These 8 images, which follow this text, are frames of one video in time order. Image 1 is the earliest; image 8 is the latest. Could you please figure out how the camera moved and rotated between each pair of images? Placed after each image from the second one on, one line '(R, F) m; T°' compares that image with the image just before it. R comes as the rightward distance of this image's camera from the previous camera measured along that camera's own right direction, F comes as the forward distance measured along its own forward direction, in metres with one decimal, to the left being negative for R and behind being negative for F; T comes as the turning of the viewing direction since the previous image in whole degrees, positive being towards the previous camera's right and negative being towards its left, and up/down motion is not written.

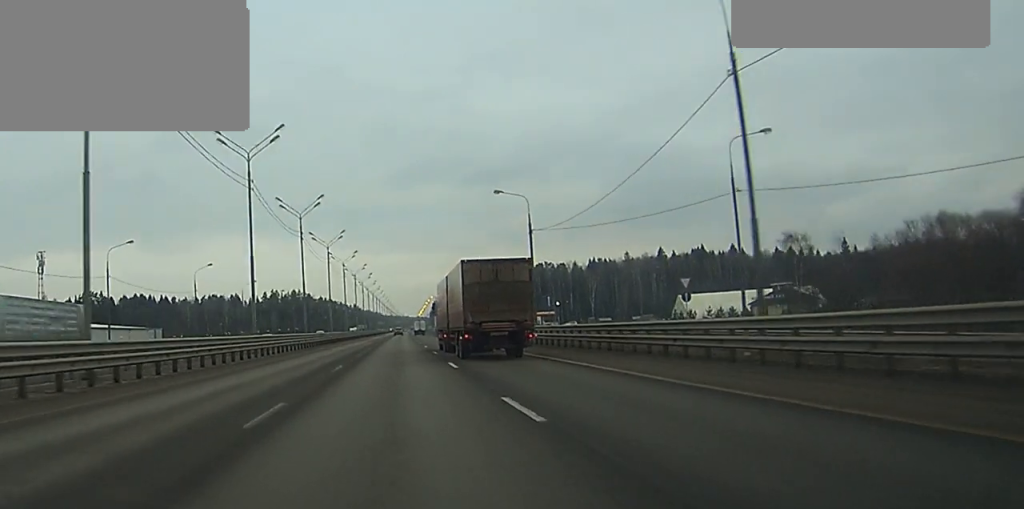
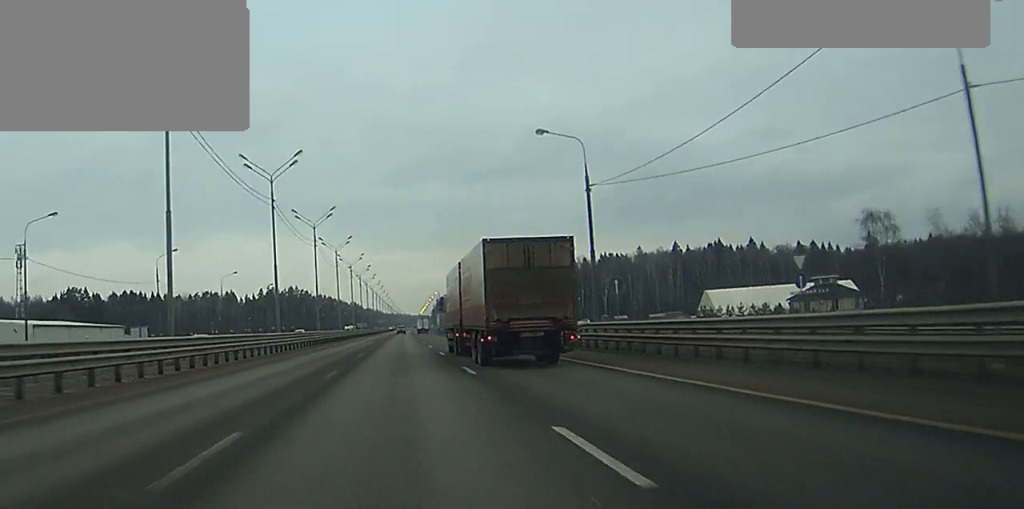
(0.0, +20.4) m; 0°
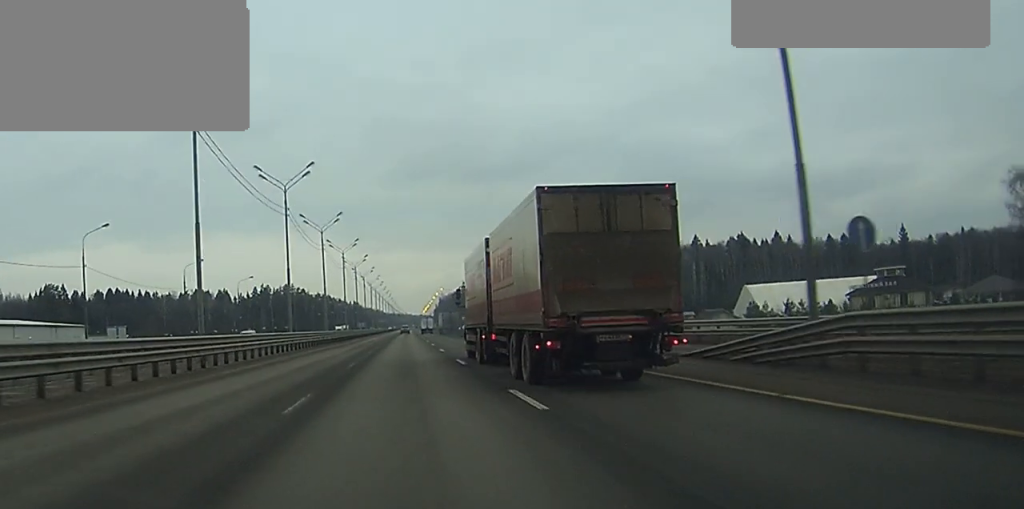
(0.0, +25.1) m; 0°
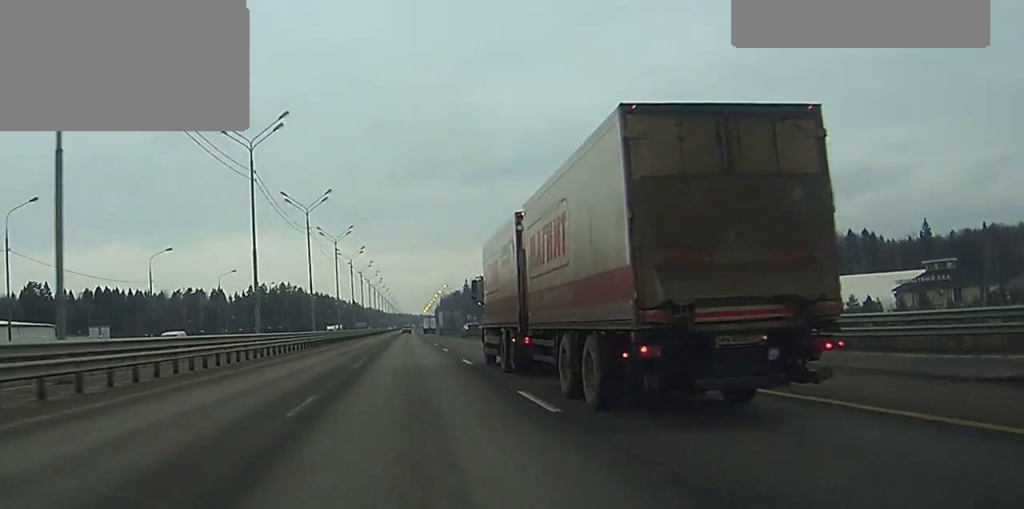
(0.0, +15.8) m; 0°
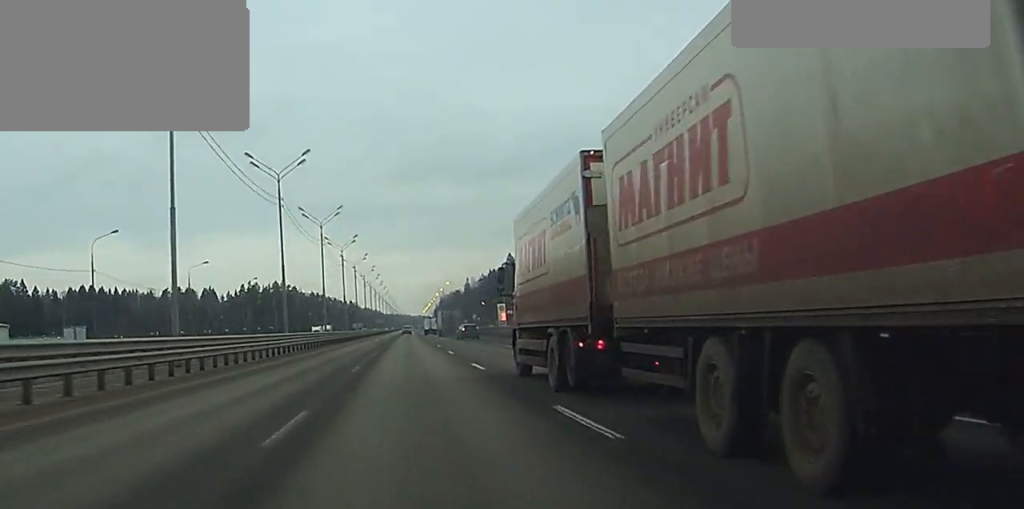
(+0.1, +18.4) m; 0°
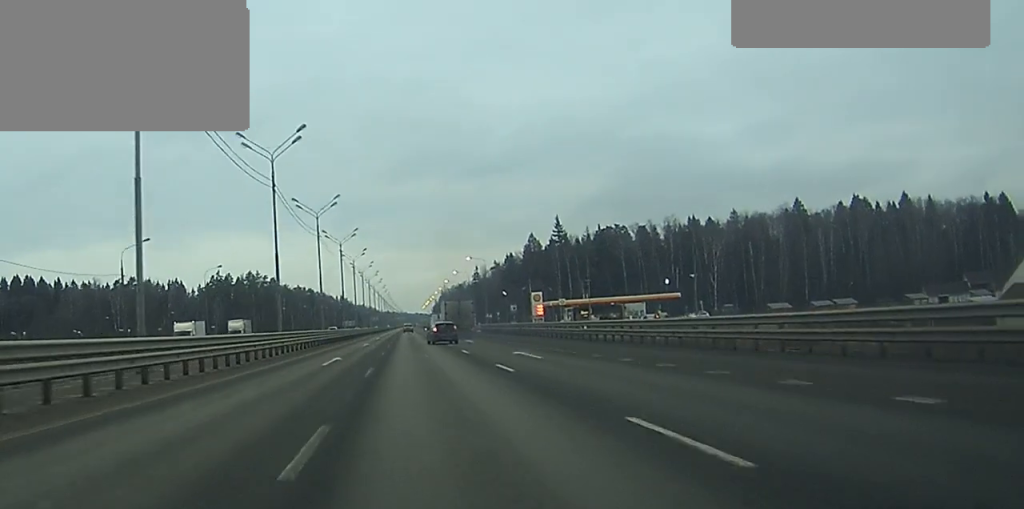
(+2.7, +61.5) m; +2°
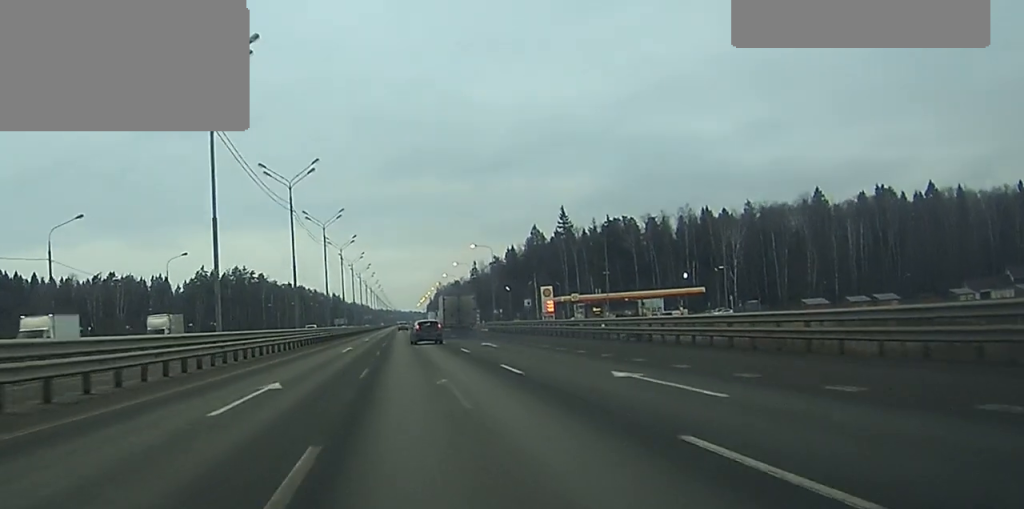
(0.0, +17.8) m; -2°
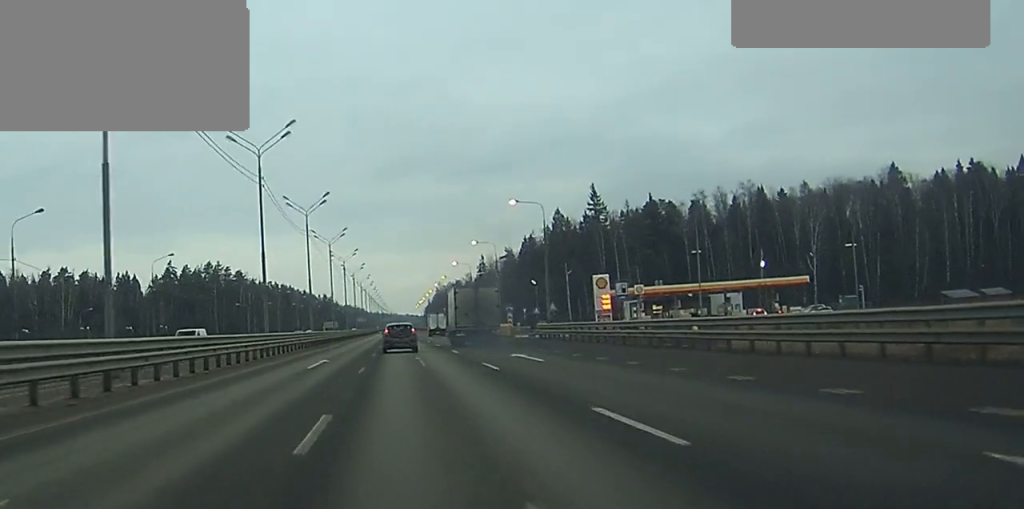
(-2.2, +48.3) m; 0°
